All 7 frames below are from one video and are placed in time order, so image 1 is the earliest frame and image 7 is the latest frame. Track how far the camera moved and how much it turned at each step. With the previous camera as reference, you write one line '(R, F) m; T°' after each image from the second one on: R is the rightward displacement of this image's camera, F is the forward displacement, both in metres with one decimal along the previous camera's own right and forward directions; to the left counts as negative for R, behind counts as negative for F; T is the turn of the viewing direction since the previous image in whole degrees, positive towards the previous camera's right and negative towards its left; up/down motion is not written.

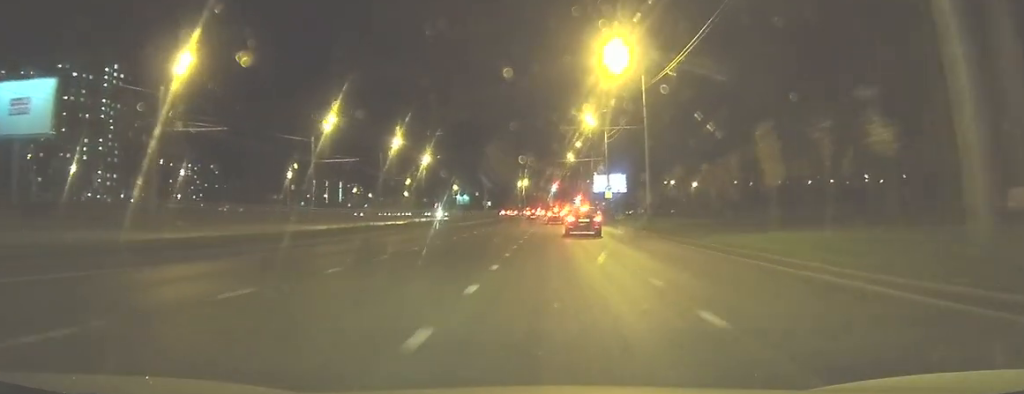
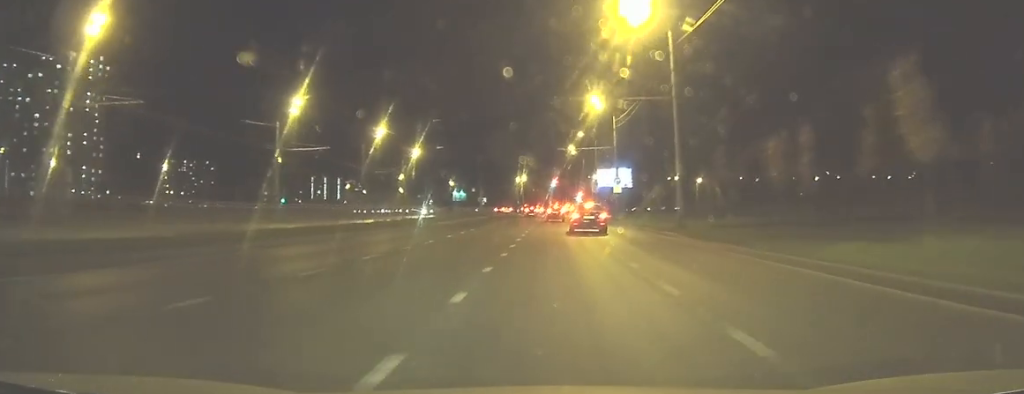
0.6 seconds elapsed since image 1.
(-0.1, +9.1) m; -1°
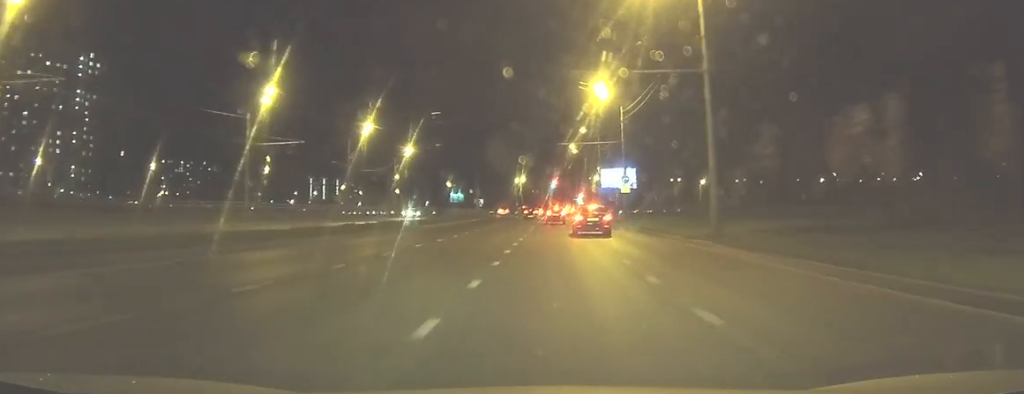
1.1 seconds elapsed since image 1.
(-0.1, +6.2) m; 0°
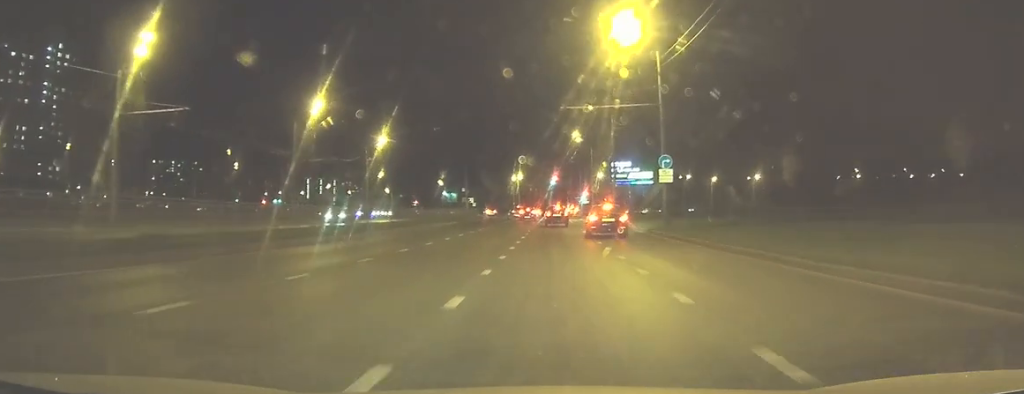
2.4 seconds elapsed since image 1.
(0.0, +18.2) m; 0°
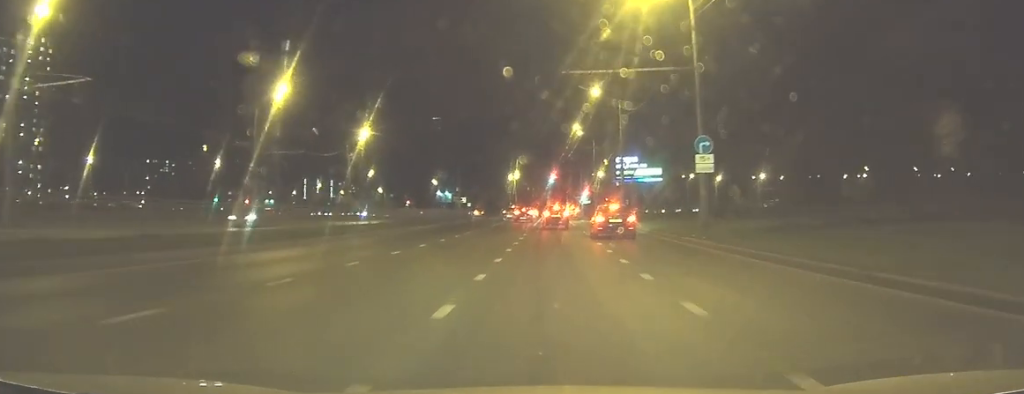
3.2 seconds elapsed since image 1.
(0.0, +9.1) m; 0°
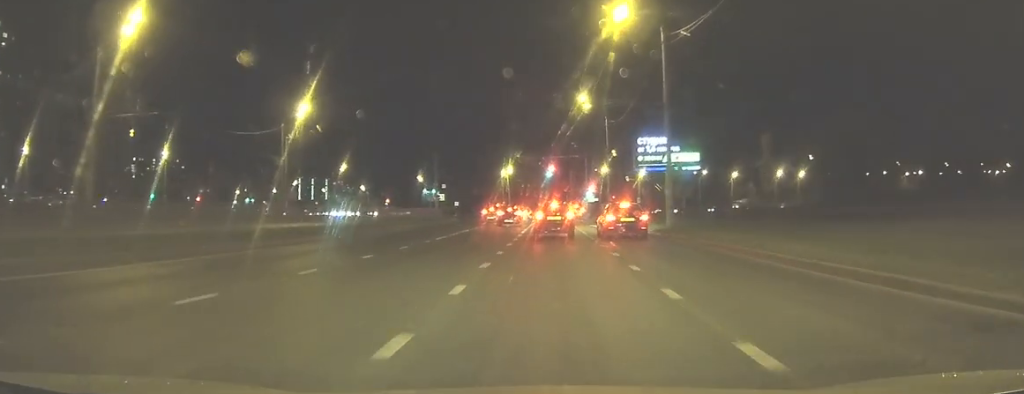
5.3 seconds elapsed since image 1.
(+0.3, +22.3) m; +2°
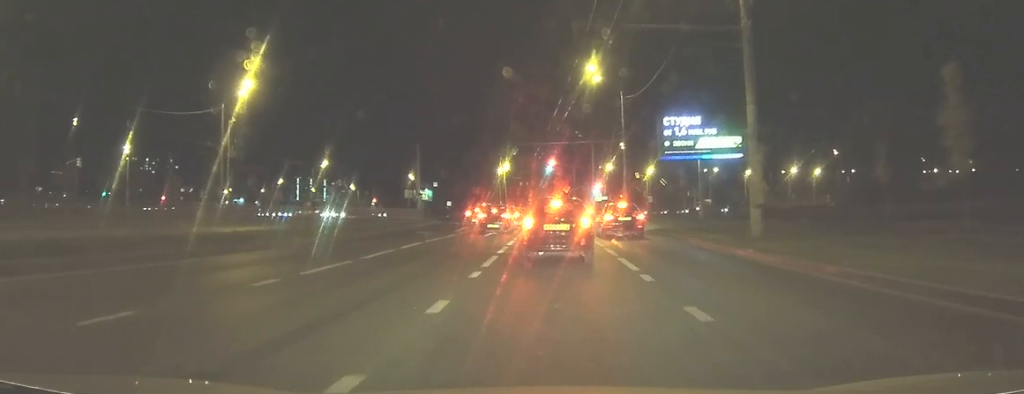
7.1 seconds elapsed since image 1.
(+0.6, +13.8) m; +2°
